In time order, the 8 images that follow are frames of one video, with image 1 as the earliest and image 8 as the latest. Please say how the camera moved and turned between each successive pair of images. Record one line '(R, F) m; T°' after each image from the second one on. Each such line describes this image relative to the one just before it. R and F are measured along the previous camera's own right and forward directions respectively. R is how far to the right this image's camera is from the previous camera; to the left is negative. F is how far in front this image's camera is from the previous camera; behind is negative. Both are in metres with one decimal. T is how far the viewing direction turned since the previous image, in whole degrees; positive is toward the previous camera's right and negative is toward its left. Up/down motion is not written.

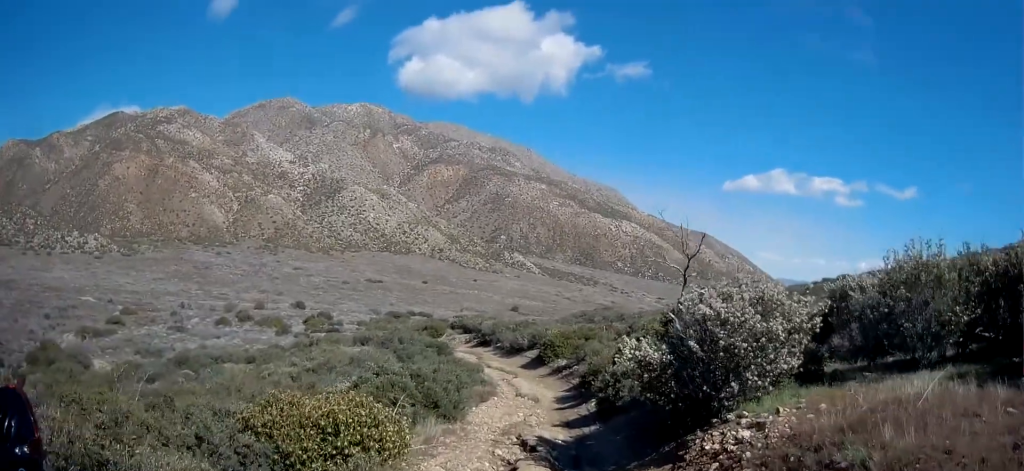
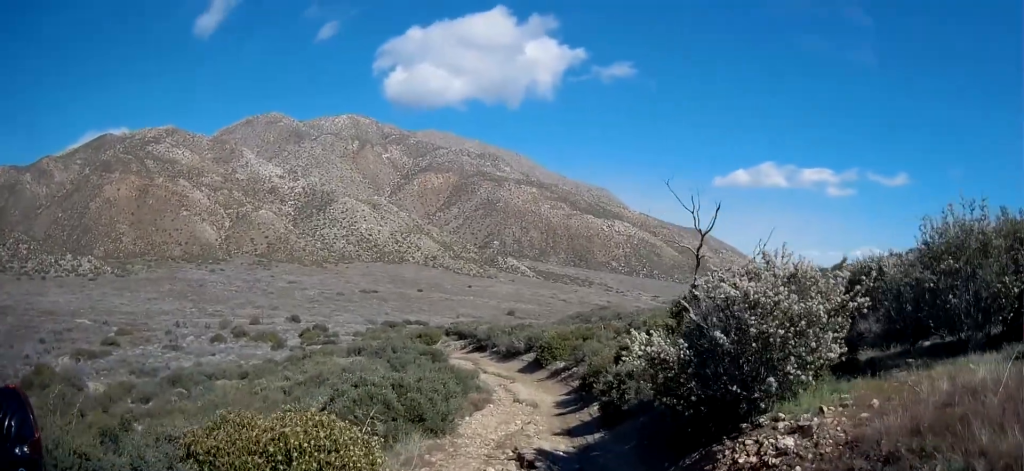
(0.0, +1.3) m; 0°
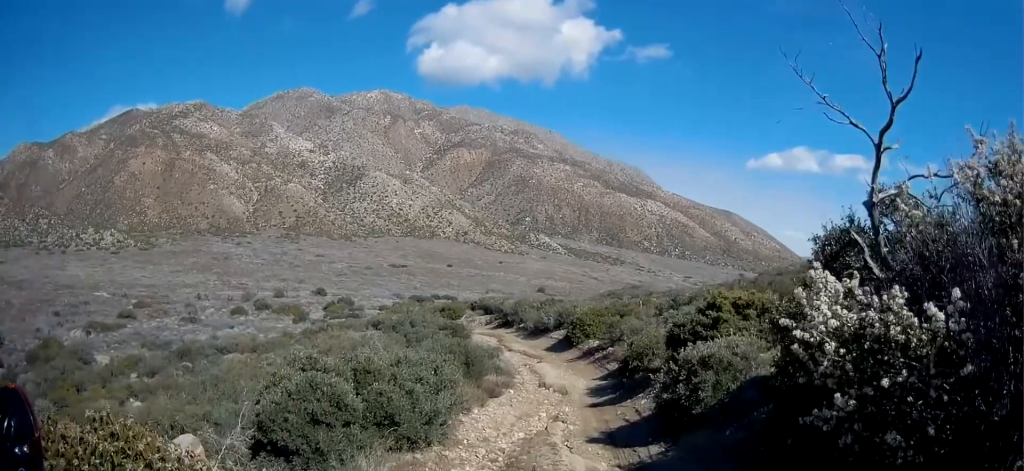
(-0.2, +3.7) m; -2°
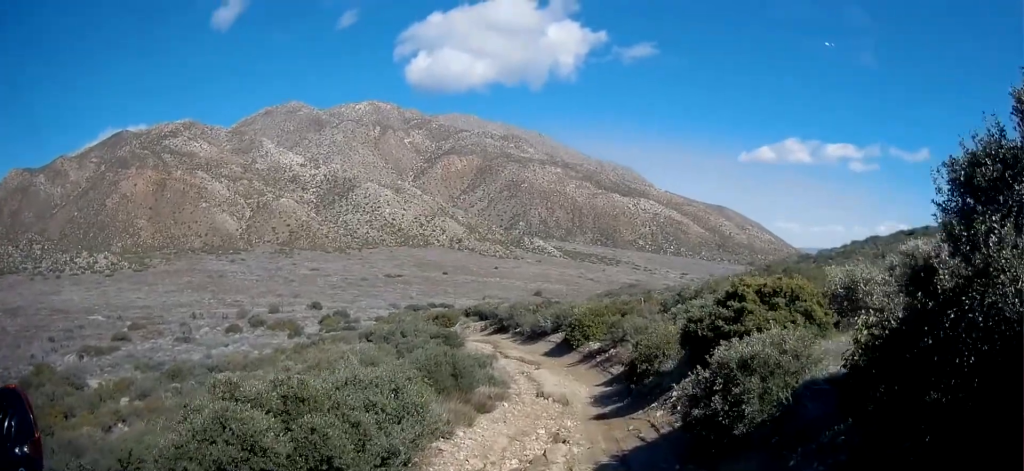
(+0.2, +1.9) m; +3°
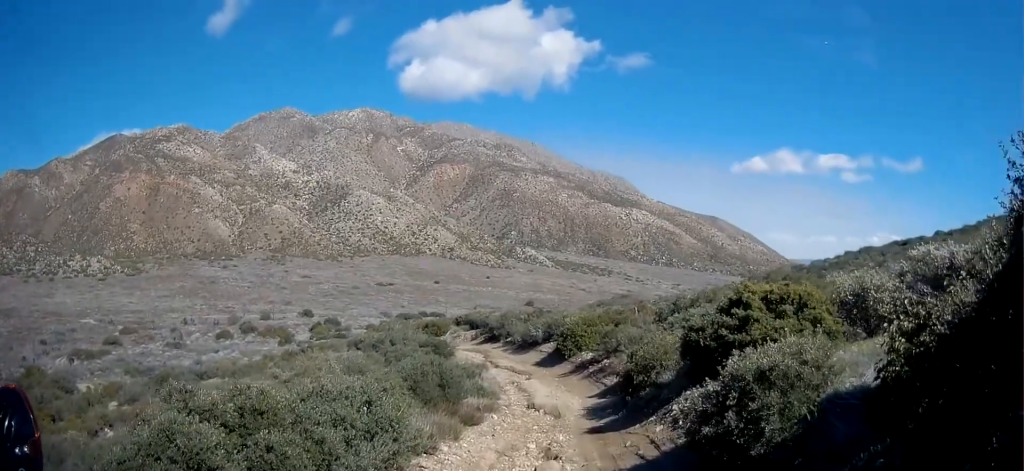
(0.0, +0.7) m; 0°
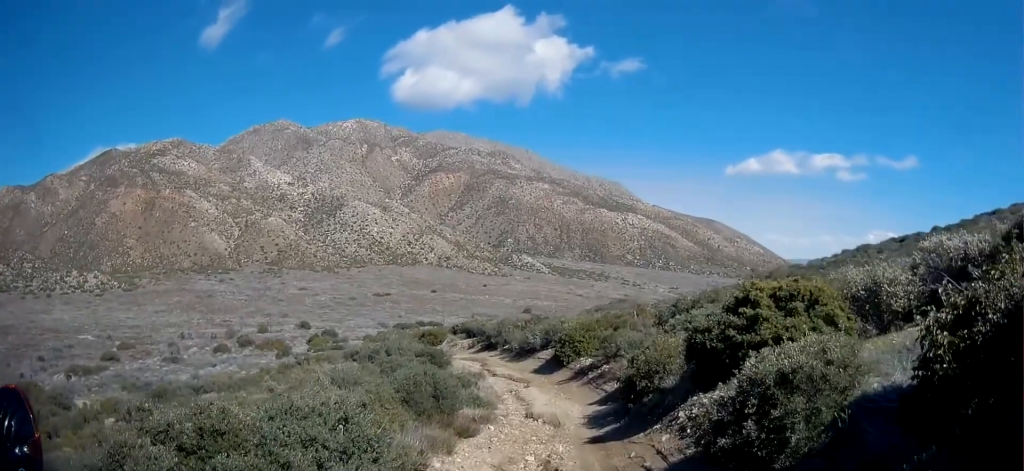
(-0.1, +0.6) m; 0°
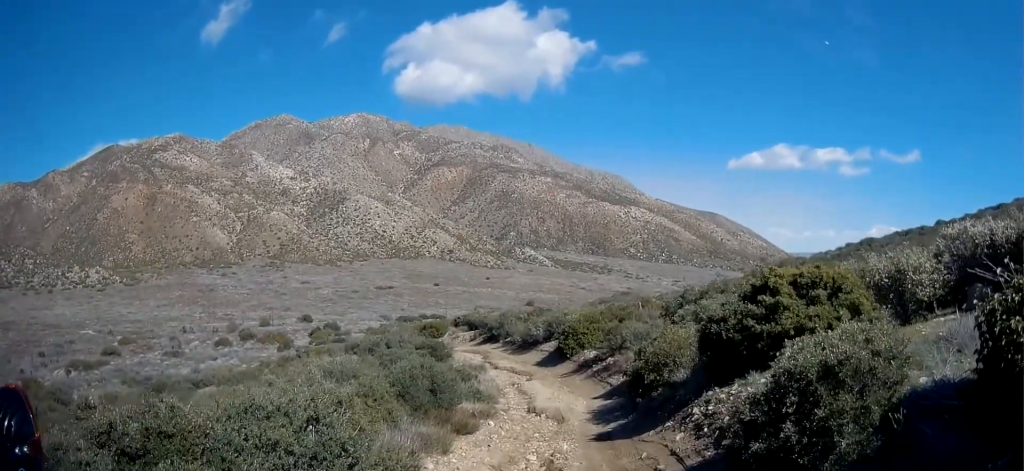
(0.0, +0.7) m; 0°
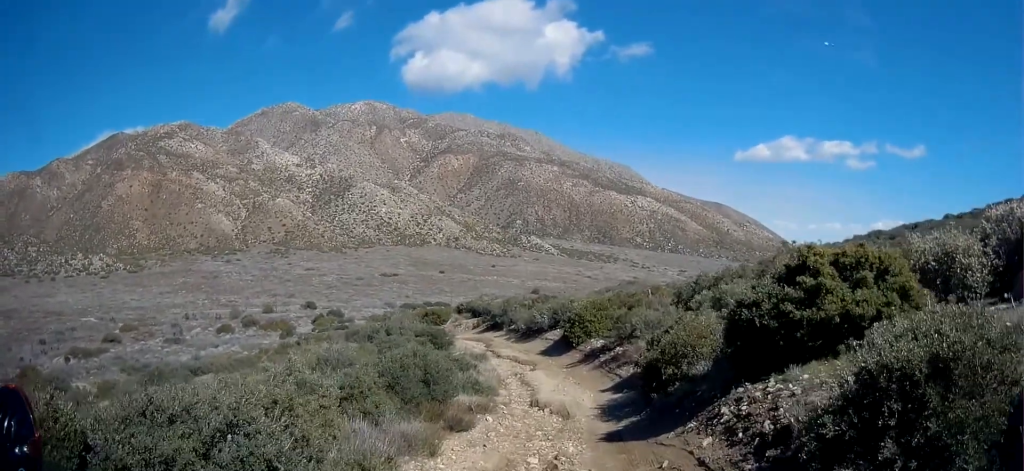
(+0.1, +1.3) m; 0°
